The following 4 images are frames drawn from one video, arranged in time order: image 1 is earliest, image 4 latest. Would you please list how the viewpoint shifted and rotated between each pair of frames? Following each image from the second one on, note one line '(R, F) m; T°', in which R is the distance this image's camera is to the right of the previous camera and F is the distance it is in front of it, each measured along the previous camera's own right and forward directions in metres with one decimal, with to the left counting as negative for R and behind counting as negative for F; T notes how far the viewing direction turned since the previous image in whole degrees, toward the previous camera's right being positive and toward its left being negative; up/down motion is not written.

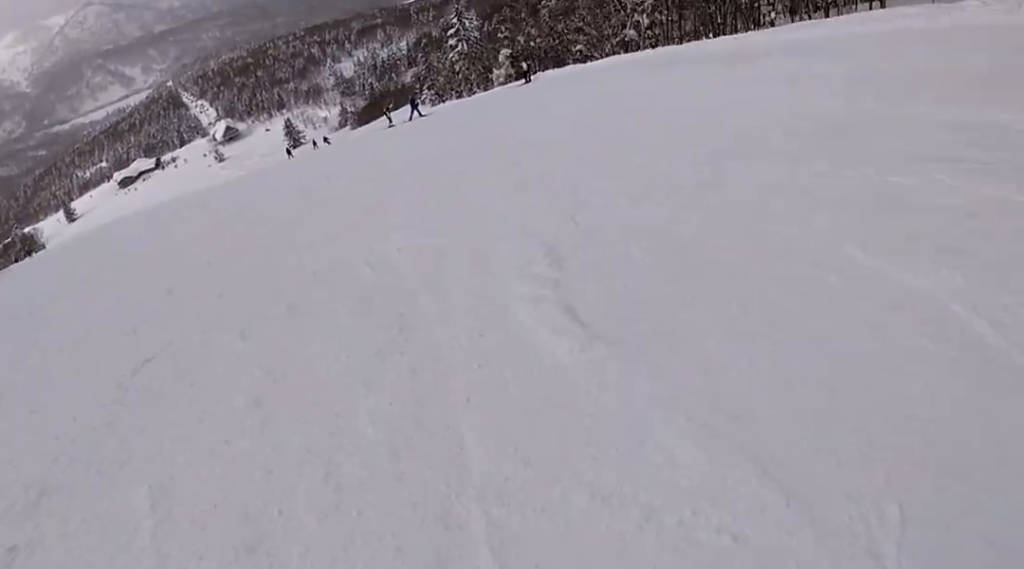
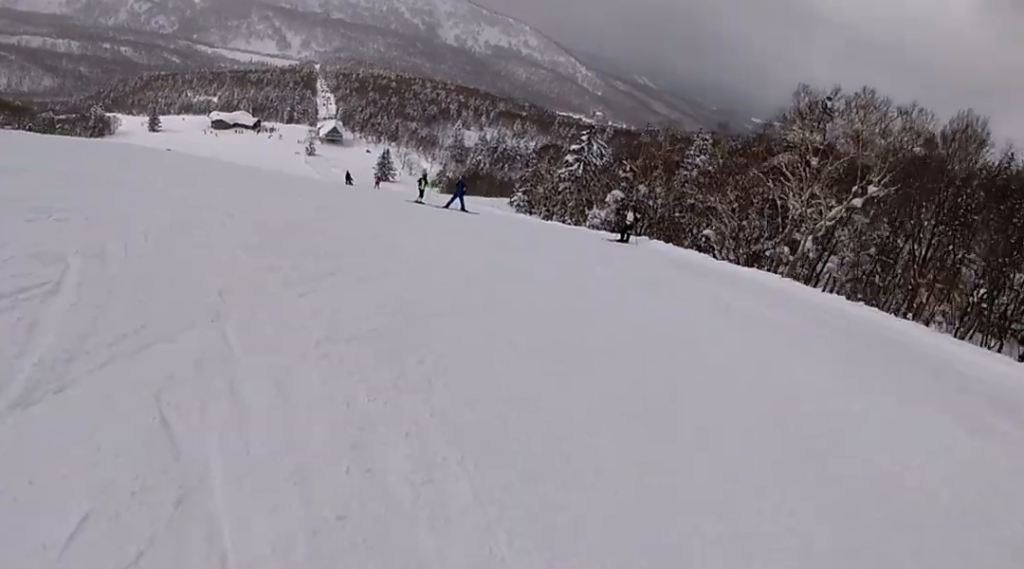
(+1.0, +12.6) m; +2°
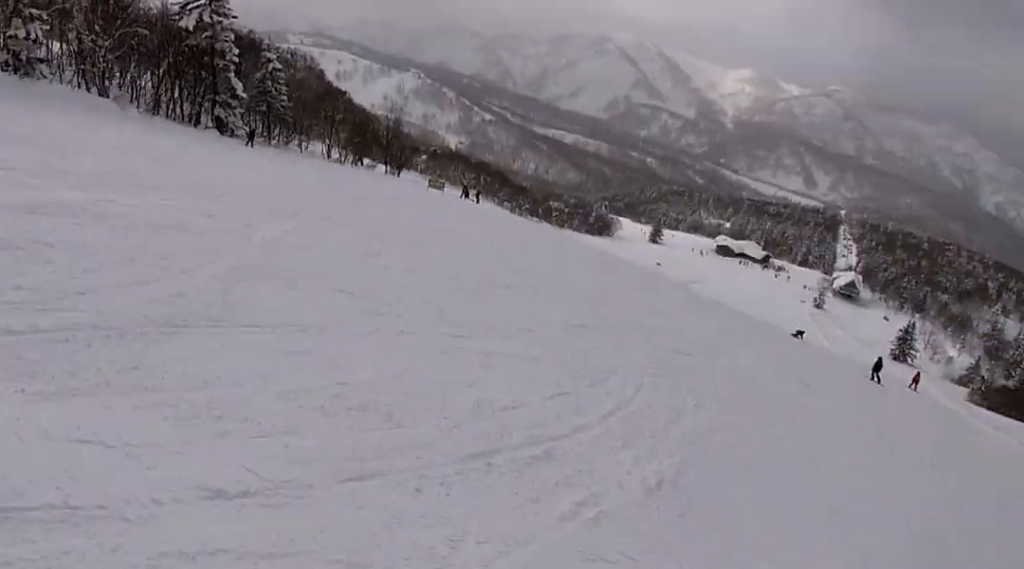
(-9.6, +21.8) m; -51°
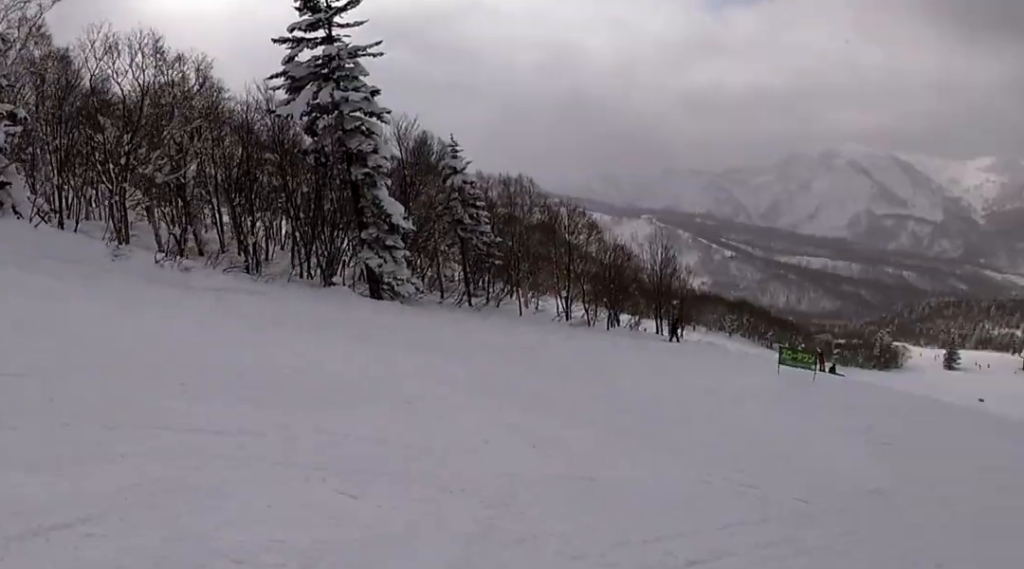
(-6.9, +25.0) m; -36°
